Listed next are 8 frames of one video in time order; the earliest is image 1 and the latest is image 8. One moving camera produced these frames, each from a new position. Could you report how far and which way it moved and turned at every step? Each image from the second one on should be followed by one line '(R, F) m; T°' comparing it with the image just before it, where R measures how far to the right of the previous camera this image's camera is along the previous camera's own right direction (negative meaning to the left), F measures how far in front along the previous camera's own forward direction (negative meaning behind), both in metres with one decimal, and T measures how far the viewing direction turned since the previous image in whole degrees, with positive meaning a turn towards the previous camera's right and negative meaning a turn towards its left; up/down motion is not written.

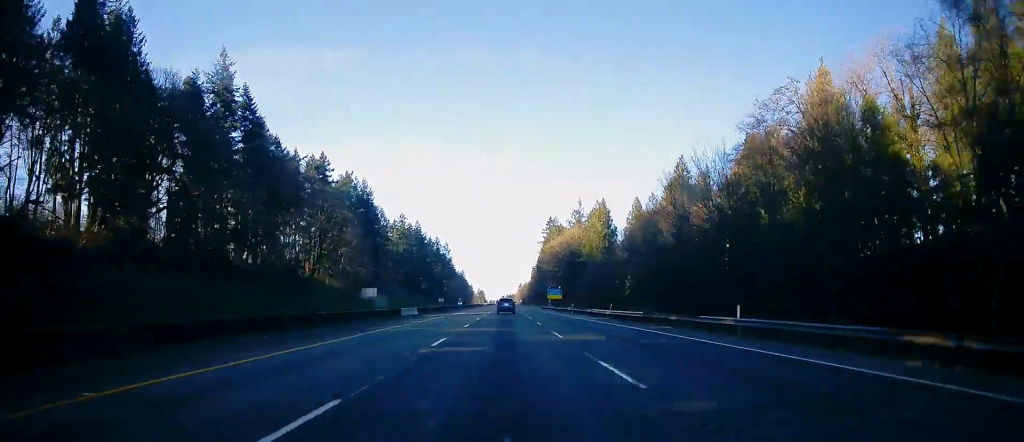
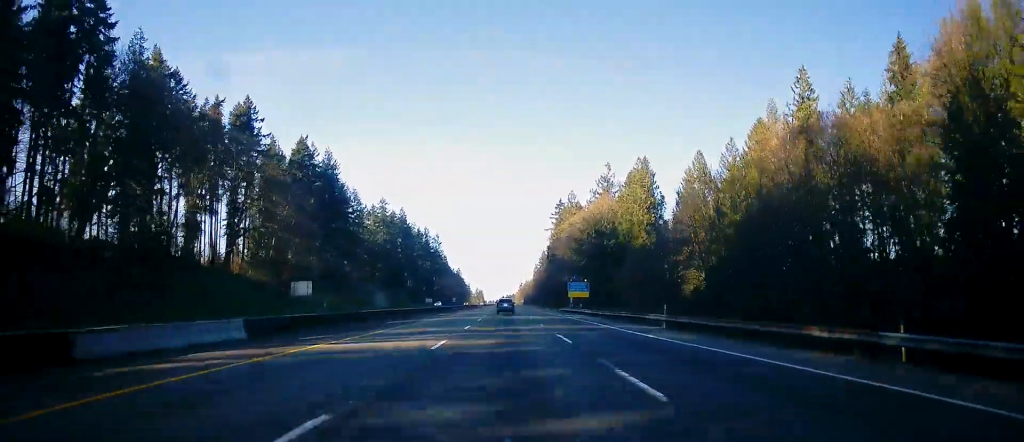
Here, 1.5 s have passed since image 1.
(+0.1, +50.1) m; 0°
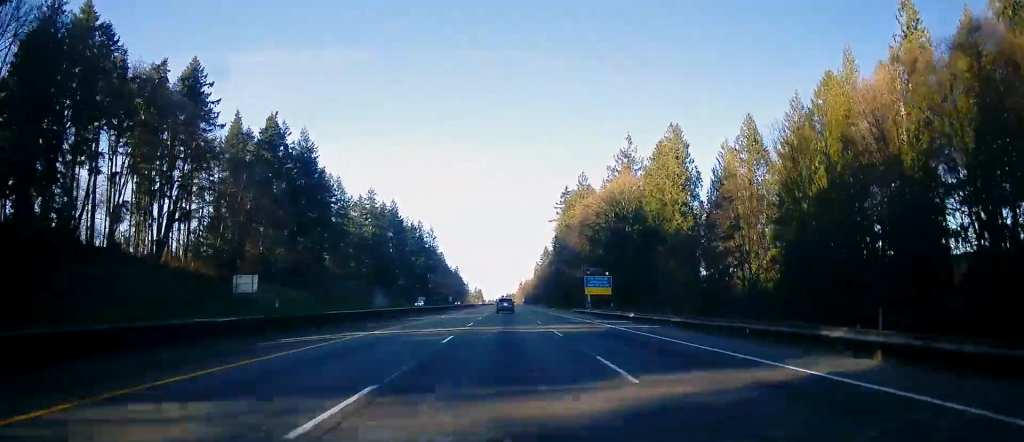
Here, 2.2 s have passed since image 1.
(-0.1, +22.3) m; 0°
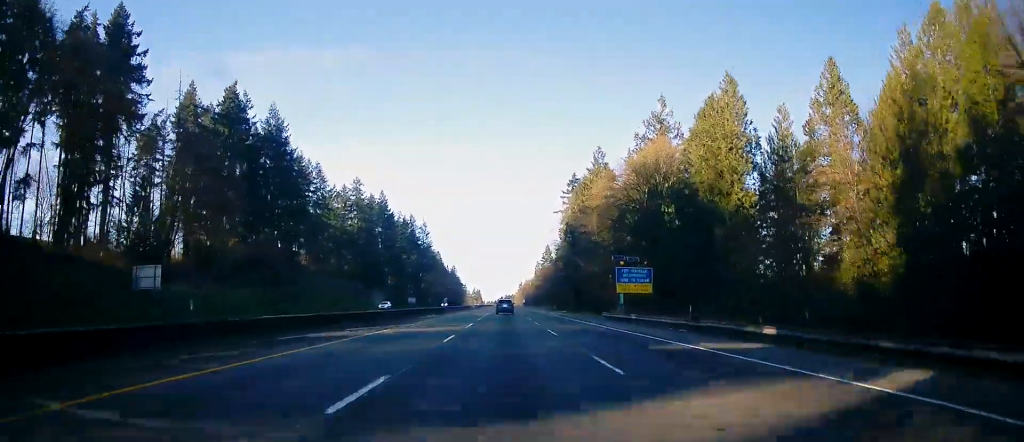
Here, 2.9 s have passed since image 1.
(-0.1, +23.4) m; 0°
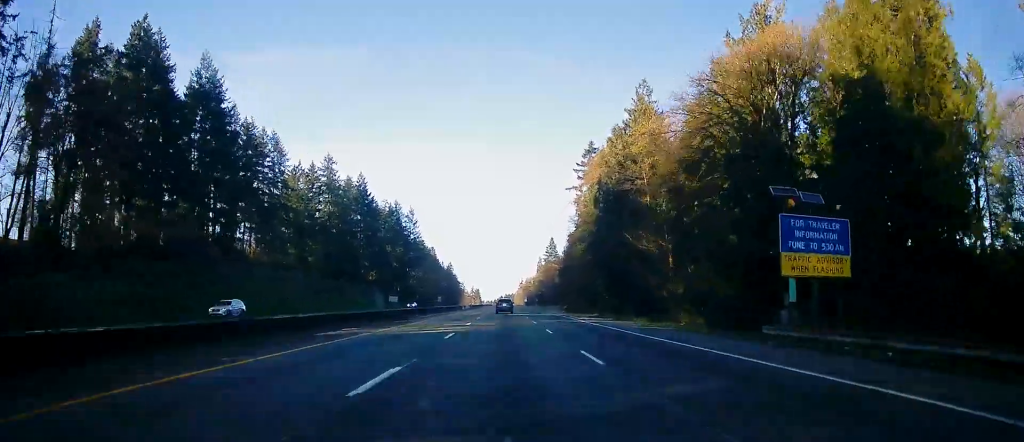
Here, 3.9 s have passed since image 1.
(0.0, +35.7) m; 0°
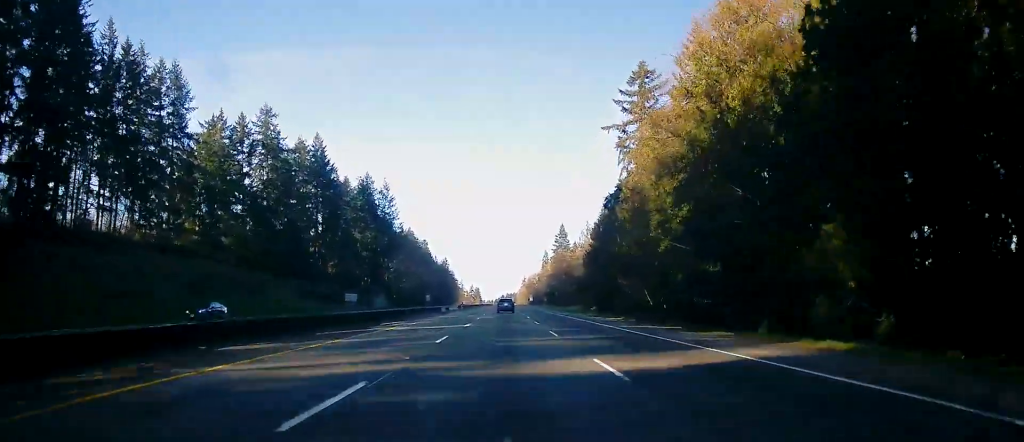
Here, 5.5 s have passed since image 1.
(+0.3, +51.0) m; +1°
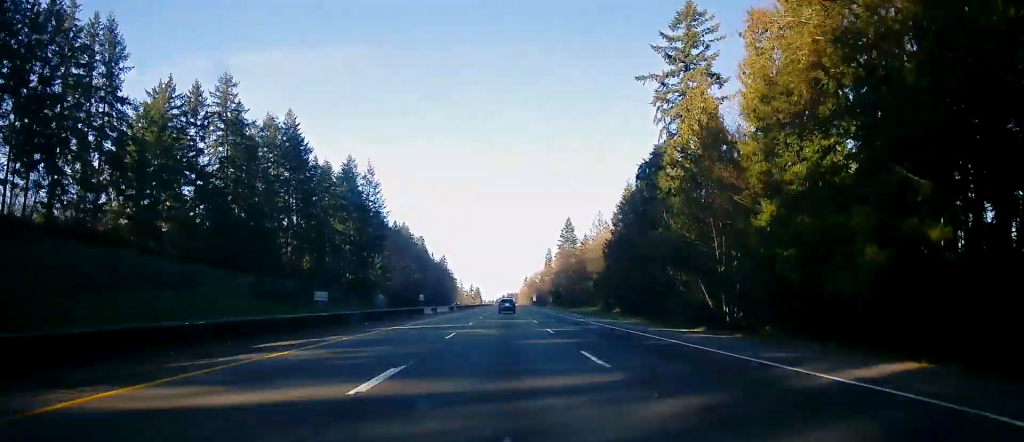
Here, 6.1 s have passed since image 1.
(0.0, +22.1) m; 0°
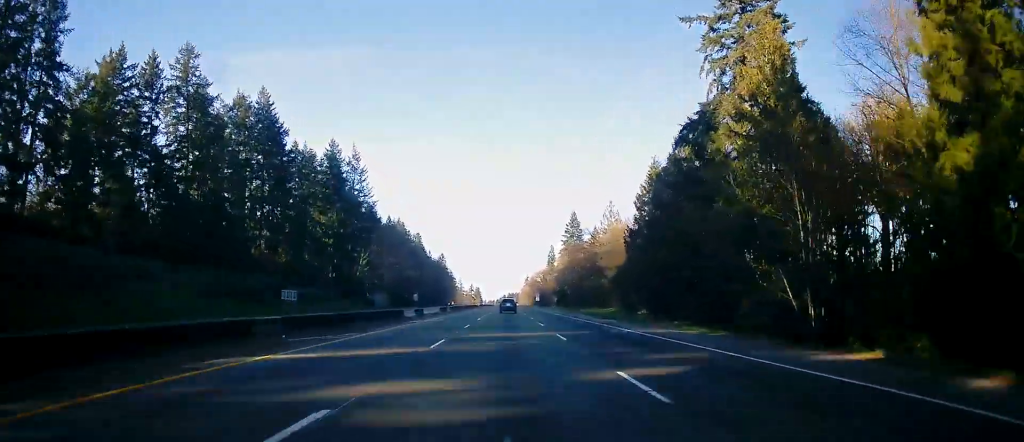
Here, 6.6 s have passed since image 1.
(+0.1, +16.6) m; 0°
